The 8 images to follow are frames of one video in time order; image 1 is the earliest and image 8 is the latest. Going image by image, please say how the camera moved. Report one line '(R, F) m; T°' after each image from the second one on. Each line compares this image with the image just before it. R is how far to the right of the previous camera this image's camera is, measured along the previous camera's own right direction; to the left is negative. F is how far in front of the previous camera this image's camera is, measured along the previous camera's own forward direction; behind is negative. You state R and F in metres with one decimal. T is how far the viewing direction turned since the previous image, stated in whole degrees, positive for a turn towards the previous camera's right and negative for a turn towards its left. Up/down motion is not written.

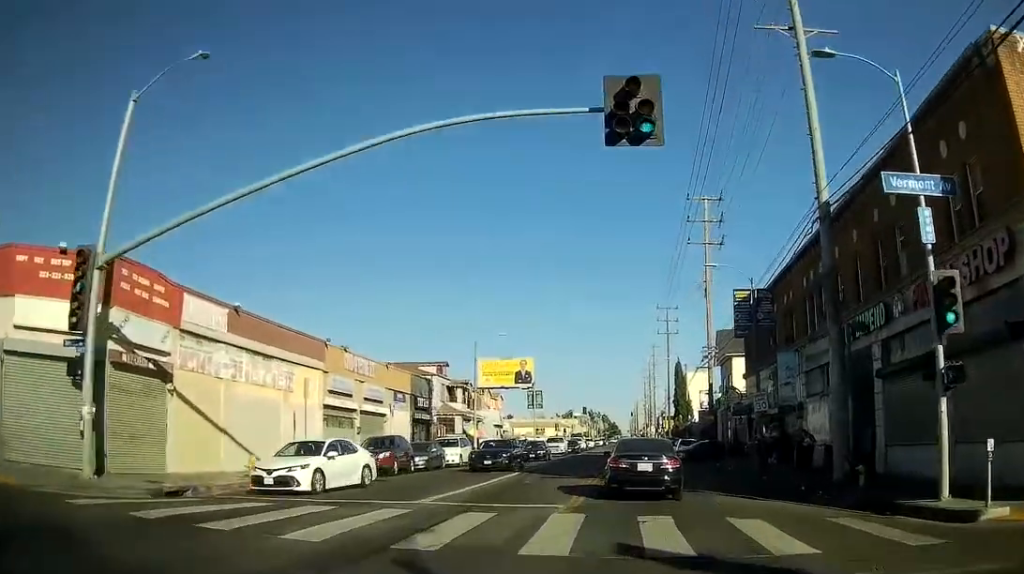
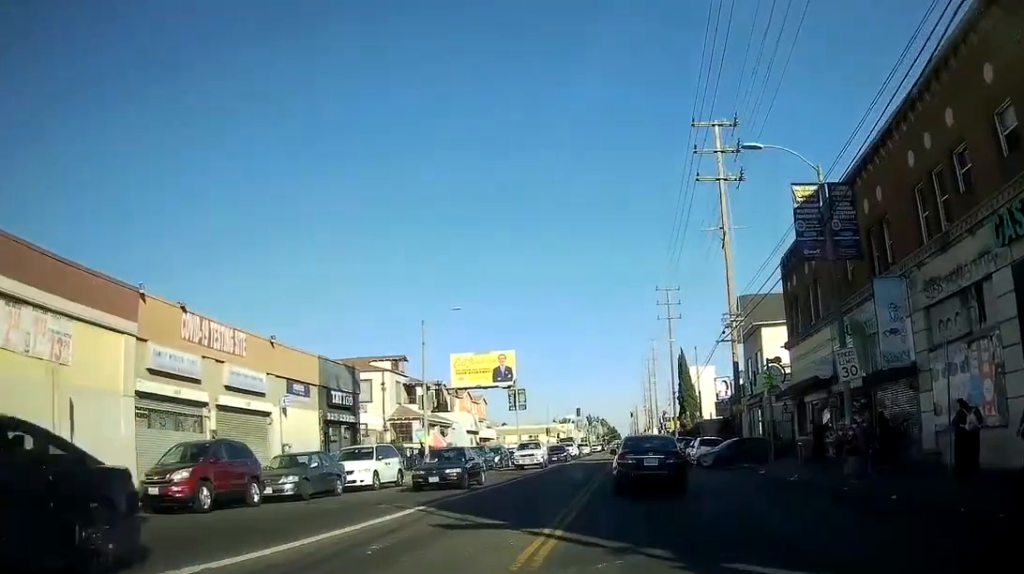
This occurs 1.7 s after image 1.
(0.0, +14.8) m; +1°
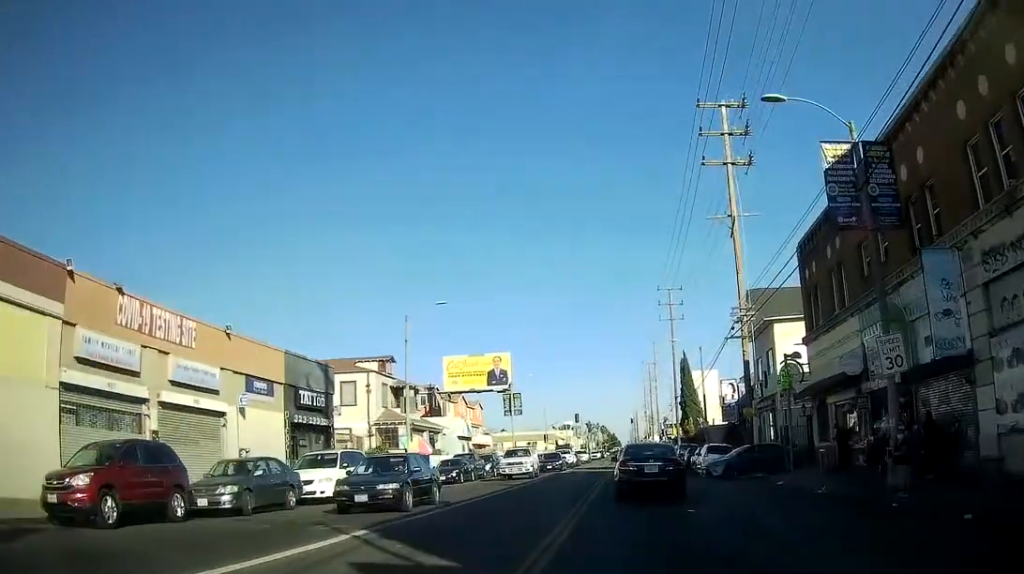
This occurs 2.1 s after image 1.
(0.0, +3.7) m; 0°
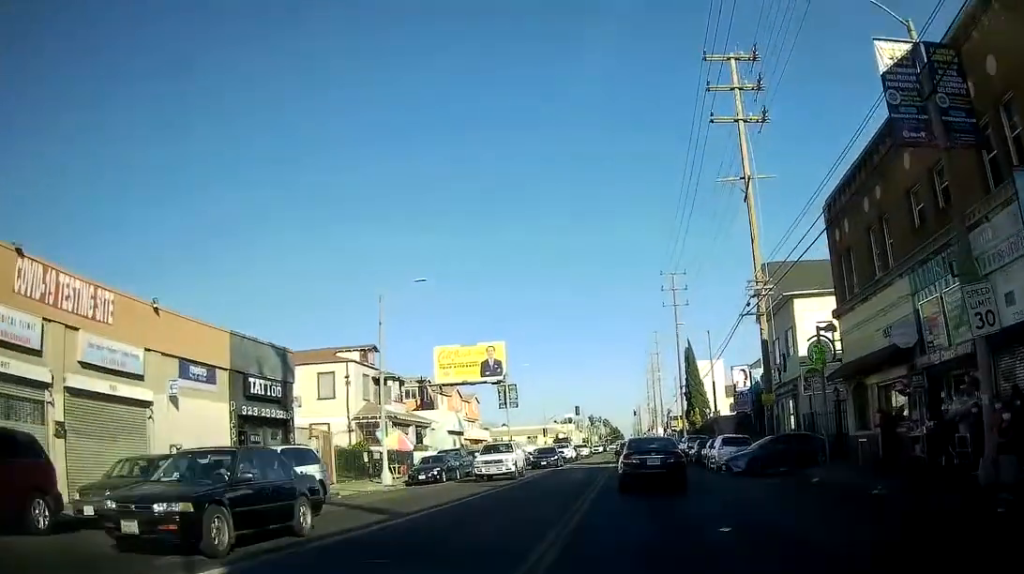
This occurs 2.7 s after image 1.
(0.0, +5.0) m; 0°
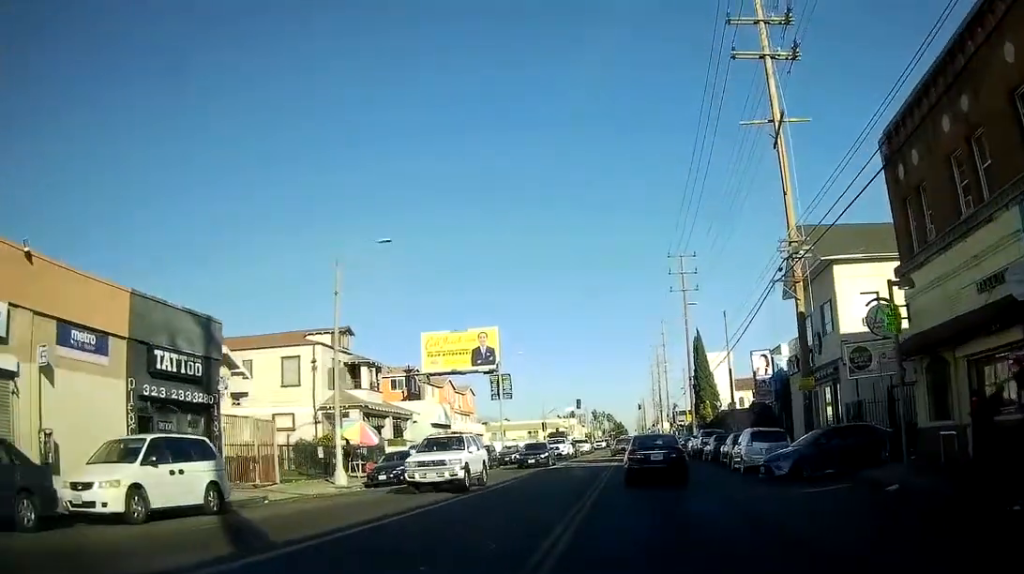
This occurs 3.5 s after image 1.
(0.0, +6.2) m; 0°
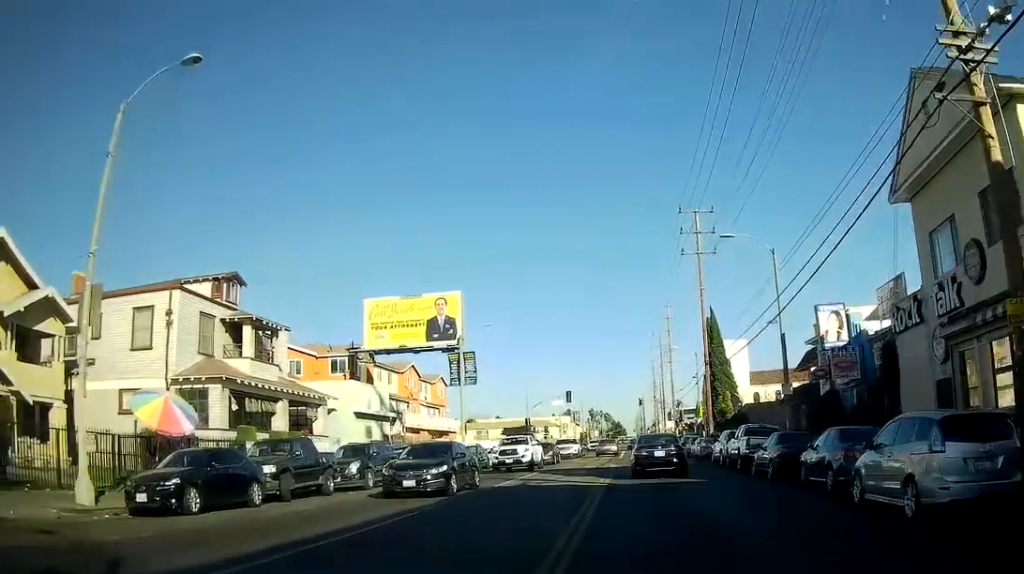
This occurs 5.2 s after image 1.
(-0.1, +15.5) m; -1°
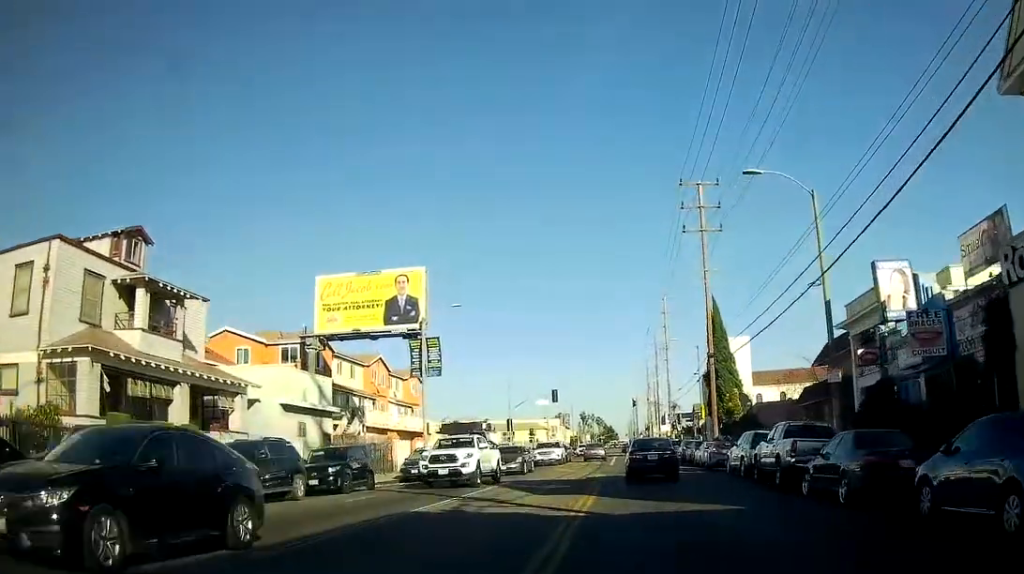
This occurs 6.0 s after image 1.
(-0.2, +7.6) m; 0°
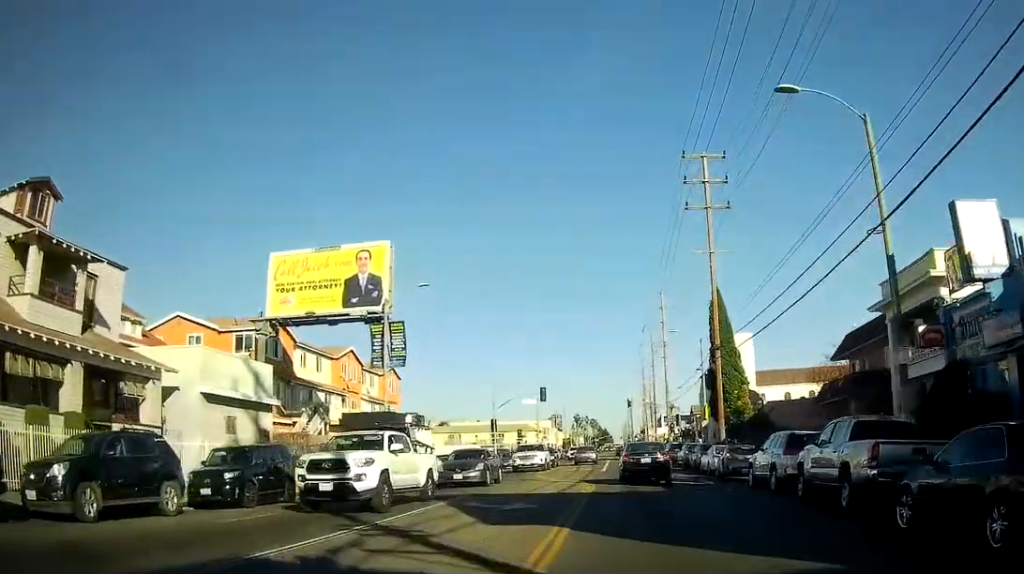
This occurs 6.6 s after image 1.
(+0.1, +6.4) m; +1°
